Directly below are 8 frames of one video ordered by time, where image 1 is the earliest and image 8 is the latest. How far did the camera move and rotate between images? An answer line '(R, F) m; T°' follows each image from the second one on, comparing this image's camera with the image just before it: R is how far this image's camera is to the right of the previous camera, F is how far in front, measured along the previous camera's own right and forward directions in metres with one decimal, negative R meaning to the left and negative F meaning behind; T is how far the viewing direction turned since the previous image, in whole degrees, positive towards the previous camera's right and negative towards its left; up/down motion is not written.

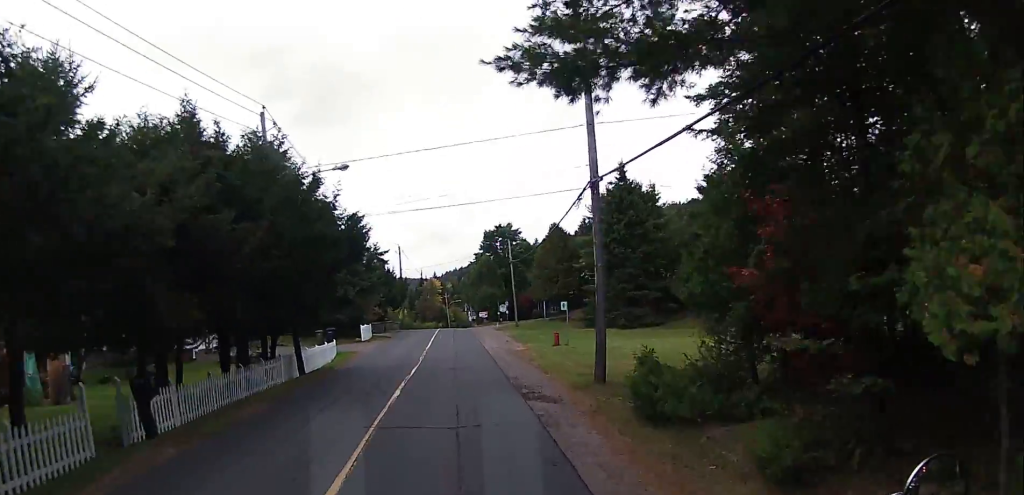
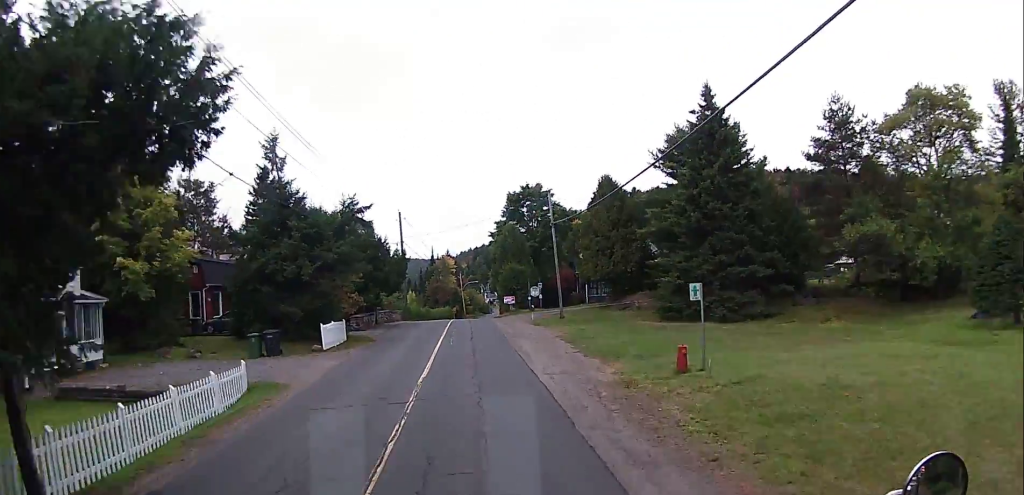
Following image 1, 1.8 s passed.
(0.0, +19.0) m; -2°
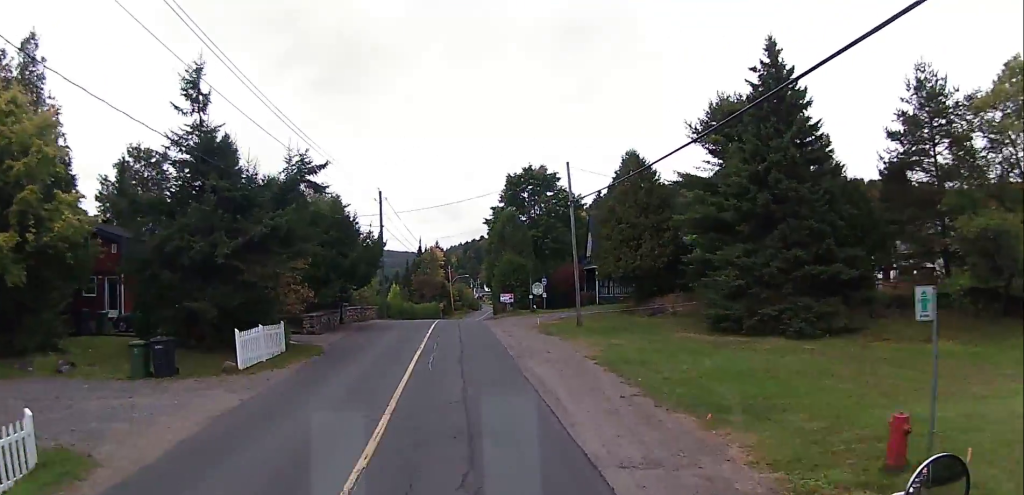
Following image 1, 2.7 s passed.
(-0.4, +10.2) m; +1°
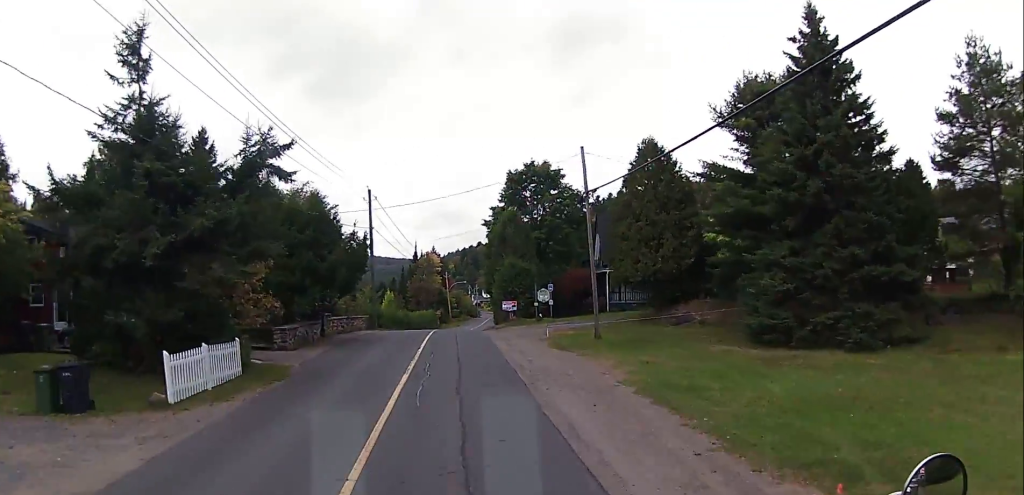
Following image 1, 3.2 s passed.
(+0.3, +4.9) m; +1°
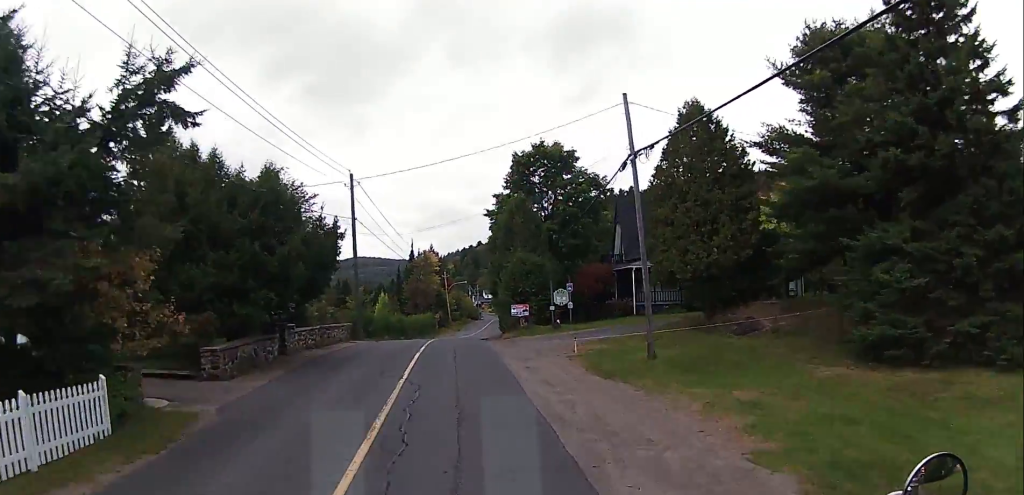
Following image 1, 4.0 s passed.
(+0.3, +8.0) m; +2°
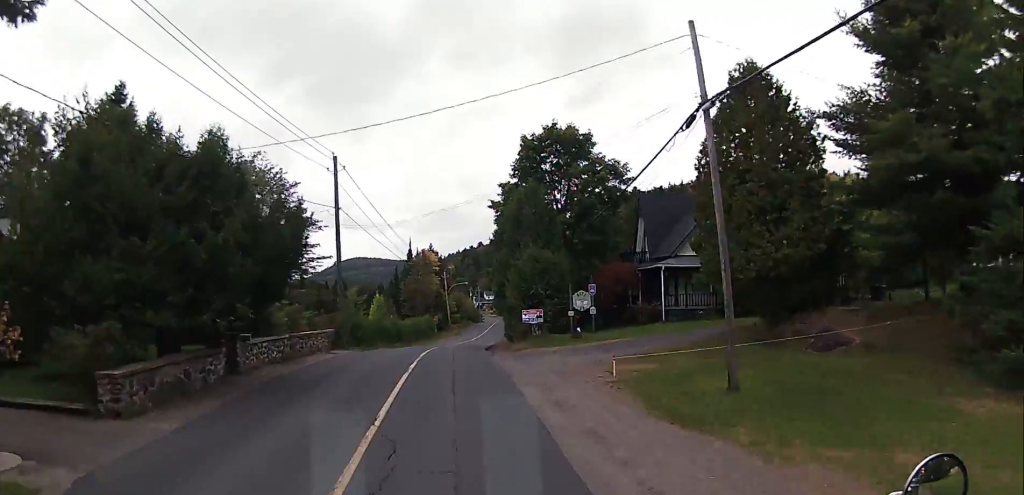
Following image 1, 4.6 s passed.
(-0.1, +6.3) m; 0°
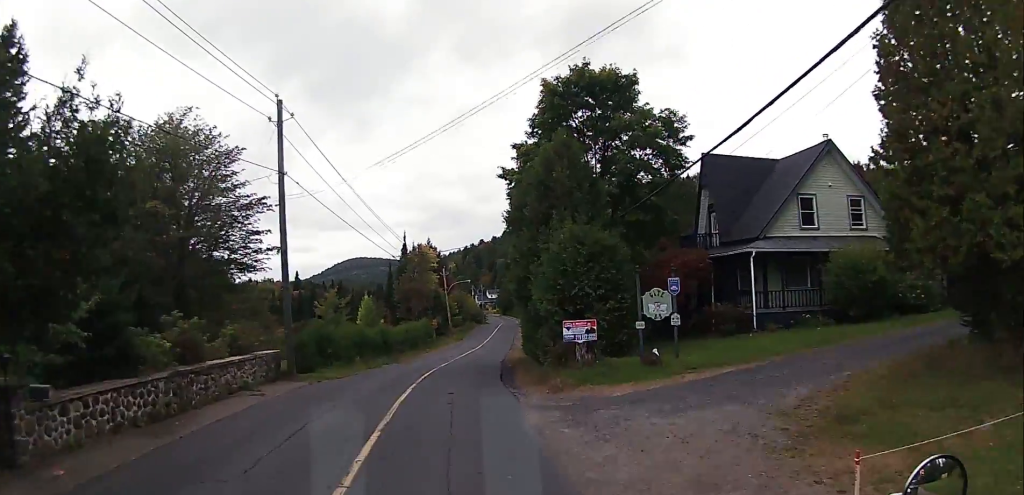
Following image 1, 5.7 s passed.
(+0.1, +12.3) m; -1°
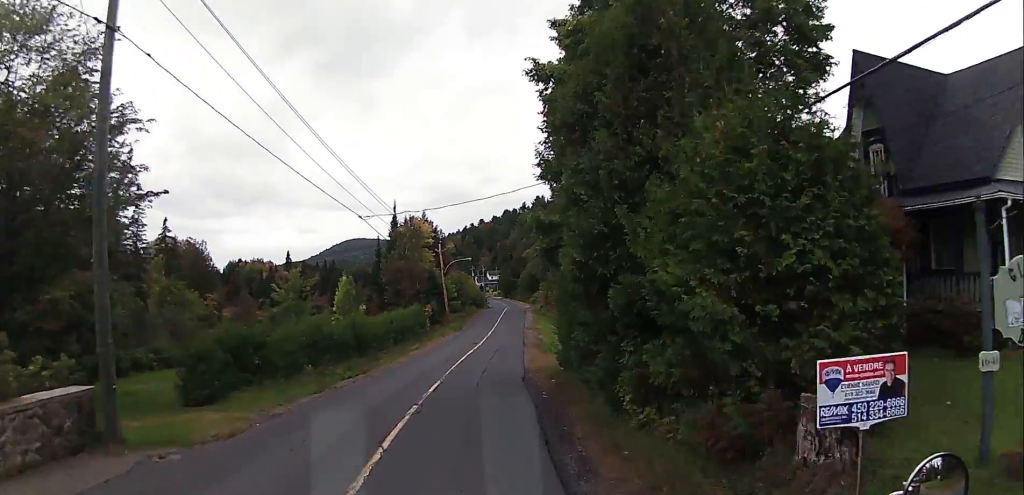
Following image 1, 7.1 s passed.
(-0.3, +14.3) m; 0°
